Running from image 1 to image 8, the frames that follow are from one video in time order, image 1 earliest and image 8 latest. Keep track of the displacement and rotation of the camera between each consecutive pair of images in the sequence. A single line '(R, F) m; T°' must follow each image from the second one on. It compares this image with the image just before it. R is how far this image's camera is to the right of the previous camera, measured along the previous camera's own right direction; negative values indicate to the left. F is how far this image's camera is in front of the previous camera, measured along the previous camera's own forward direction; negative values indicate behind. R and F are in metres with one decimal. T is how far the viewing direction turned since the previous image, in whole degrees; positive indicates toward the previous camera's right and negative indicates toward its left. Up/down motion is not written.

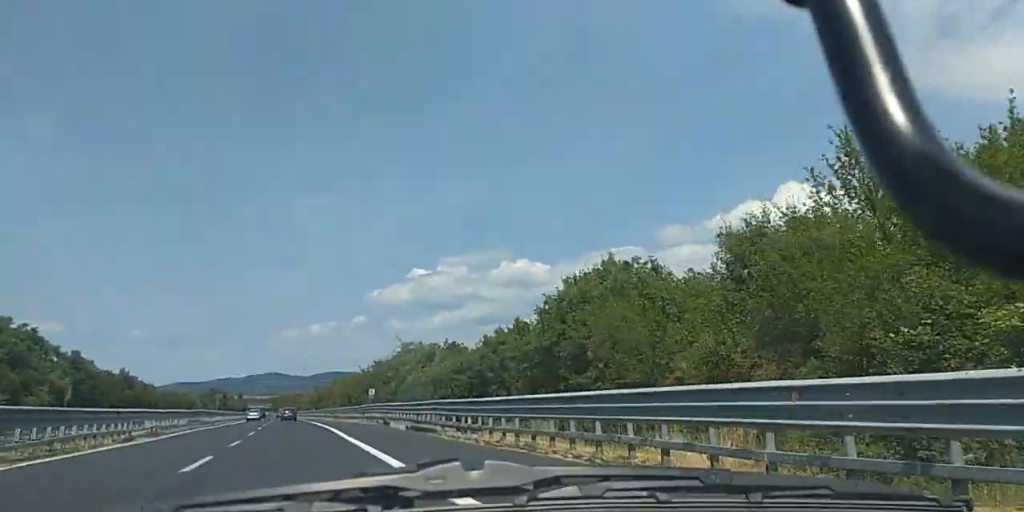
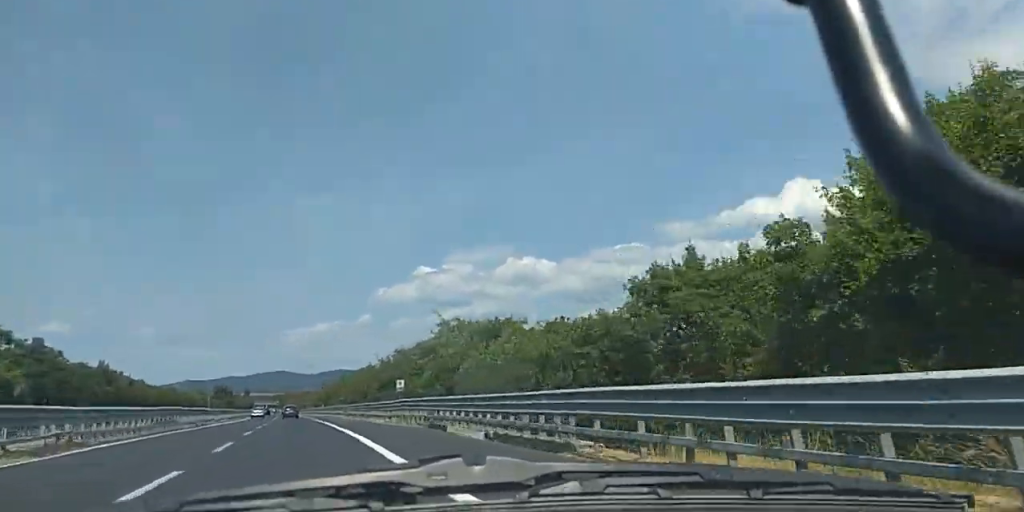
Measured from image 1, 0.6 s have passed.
(+0.1, +16.4) m; 0°
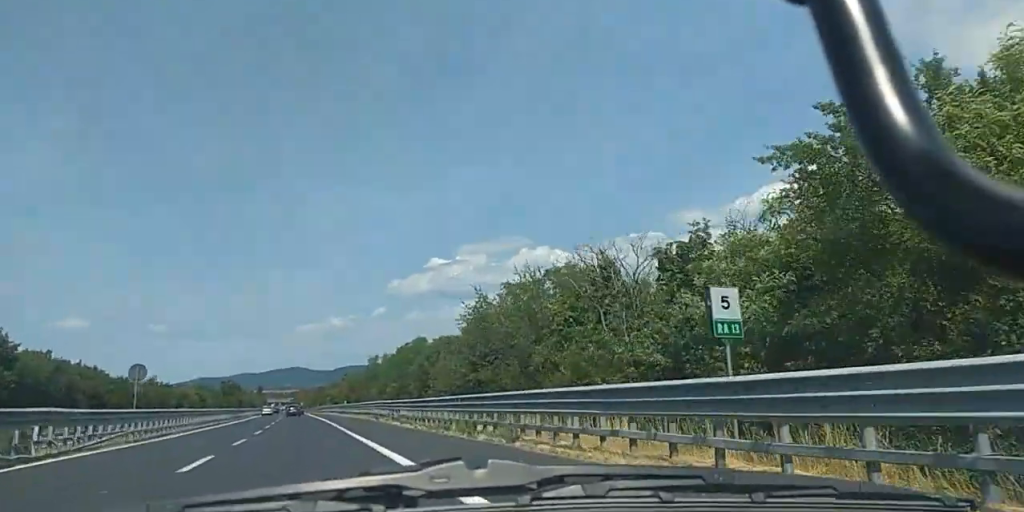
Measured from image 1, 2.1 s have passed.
(0.0, +41.8) m; 0°
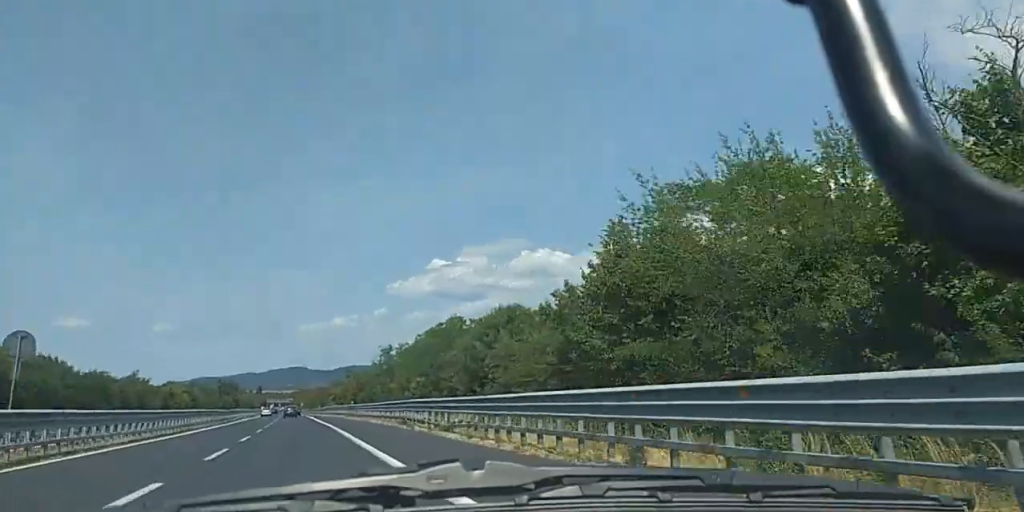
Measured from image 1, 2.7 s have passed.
(0.0, +17.6) m; 0°
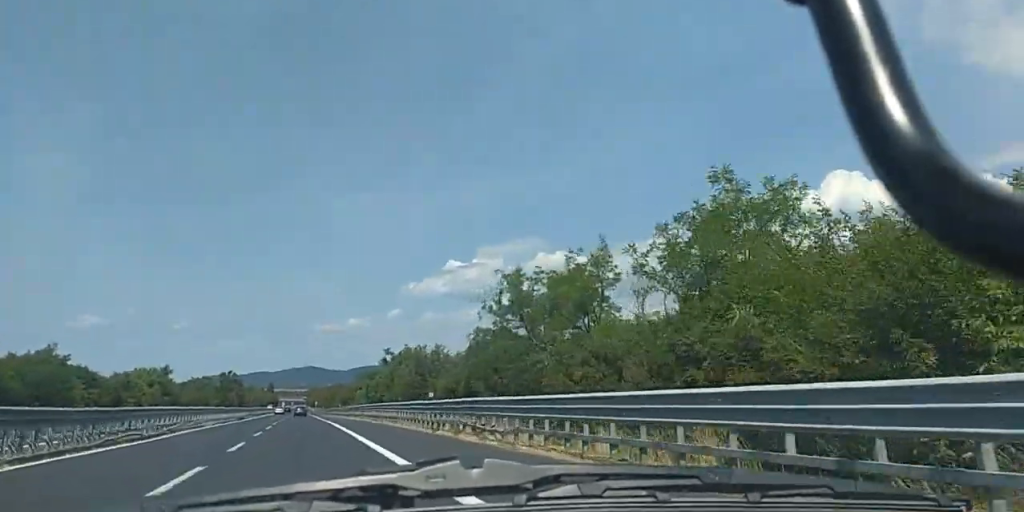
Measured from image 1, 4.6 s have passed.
(-1.0, +55.4) m; -3°
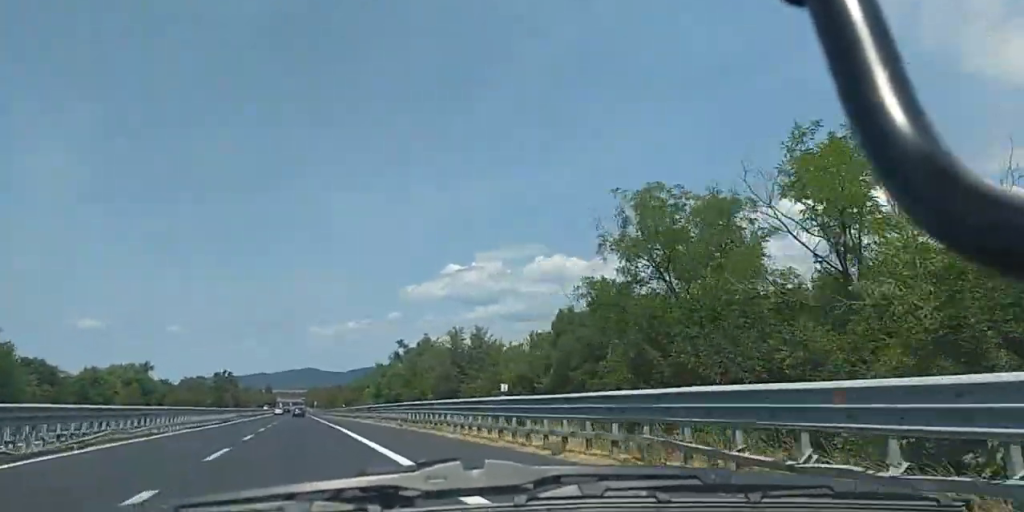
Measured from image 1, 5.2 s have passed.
(-0.3, +16.9) m; 0°
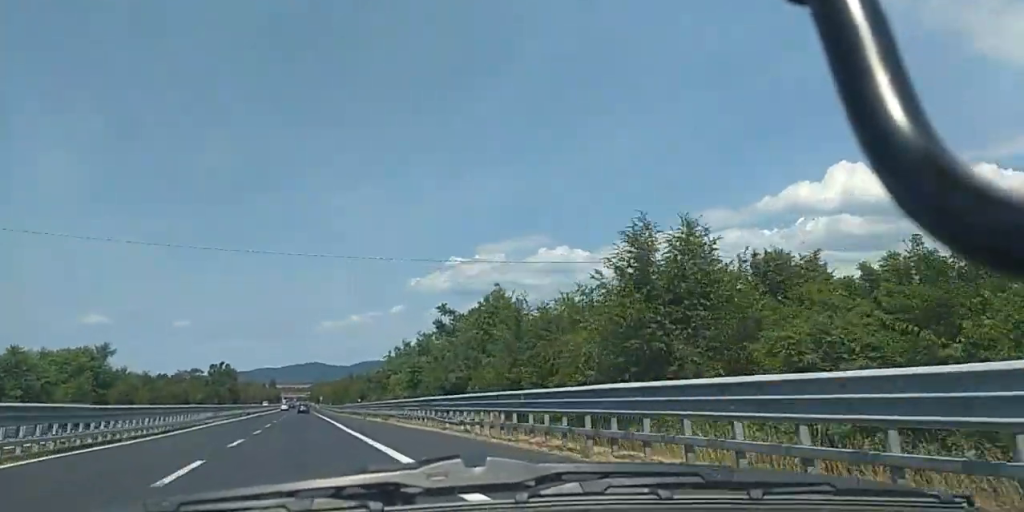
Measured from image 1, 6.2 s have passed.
(+0.1, +28.9) m; 0°
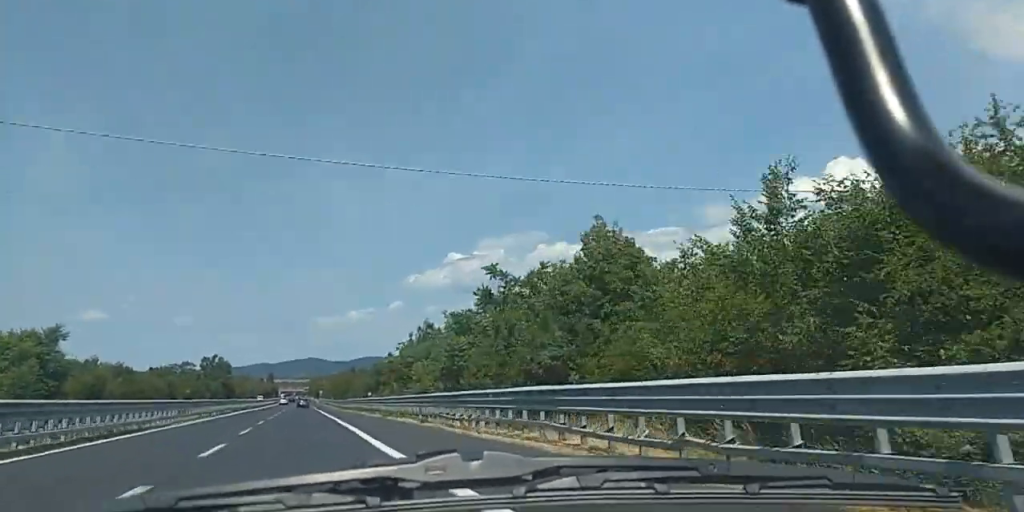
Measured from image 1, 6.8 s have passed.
(0.0, +17.0) m; 0°
